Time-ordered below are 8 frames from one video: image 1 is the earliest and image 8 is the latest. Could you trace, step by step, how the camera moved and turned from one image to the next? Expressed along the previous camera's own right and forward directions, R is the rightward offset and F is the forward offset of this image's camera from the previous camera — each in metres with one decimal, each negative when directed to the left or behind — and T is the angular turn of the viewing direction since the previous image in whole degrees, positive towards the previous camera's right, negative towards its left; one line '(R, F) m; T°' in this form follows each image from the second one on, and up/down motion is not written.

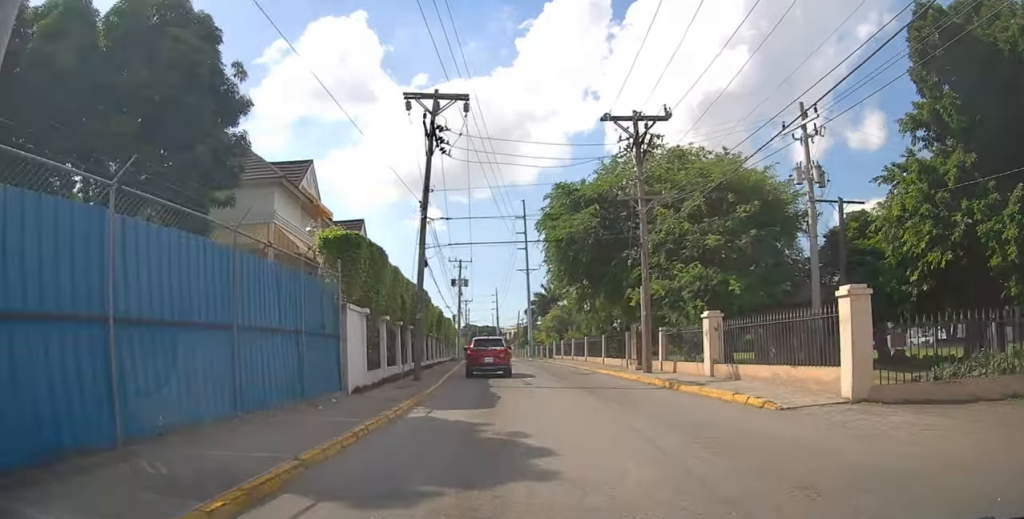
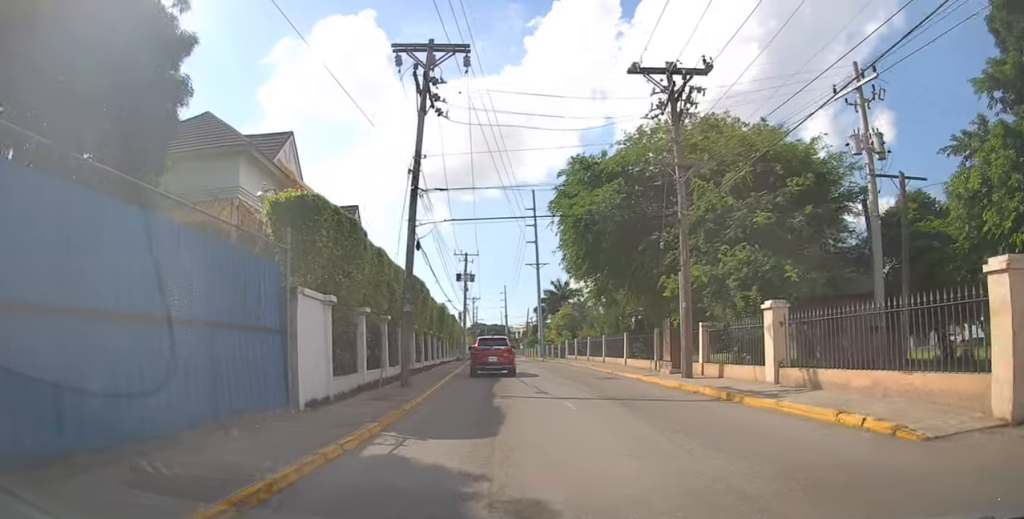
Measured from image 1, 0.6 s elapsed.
(+0.3, +3.8) m; 0°
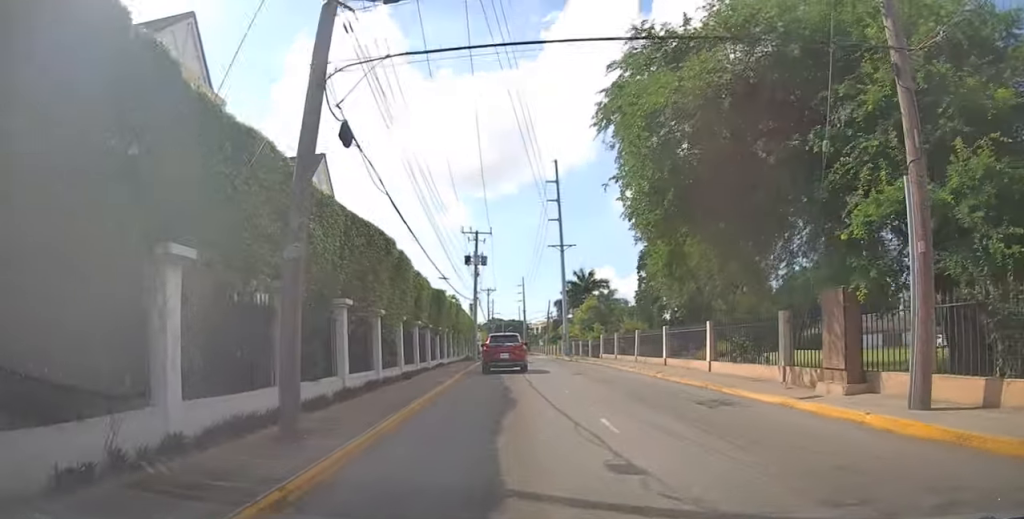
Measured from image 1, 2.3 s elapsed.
(-0.2, +9.5) m; -1°
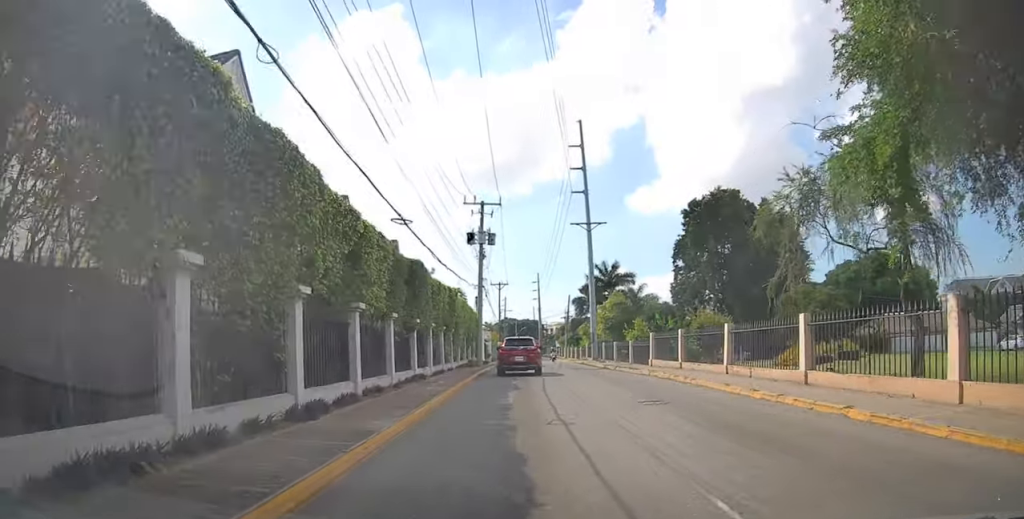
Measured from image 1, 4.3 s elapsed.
(-0.1, +10.0) m; -1°
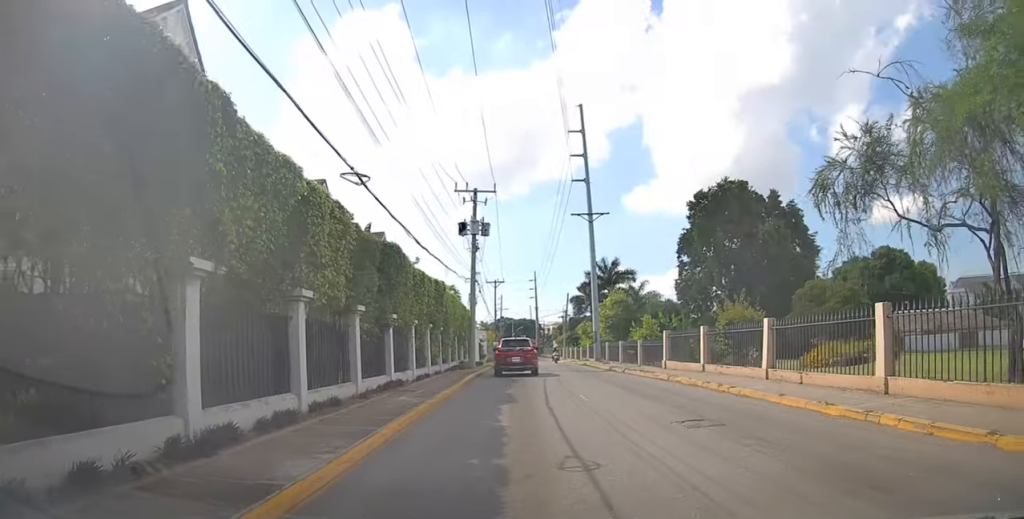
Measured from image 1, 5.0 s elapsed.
(+0.3, +3.0) m; 0°
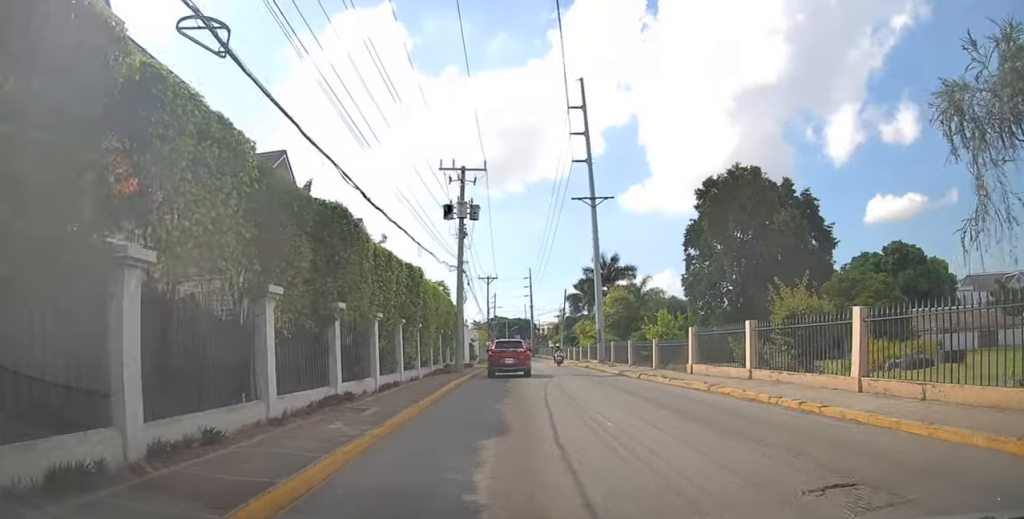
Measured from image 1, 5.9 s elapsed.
(-0.3, +4.3) m; -1°
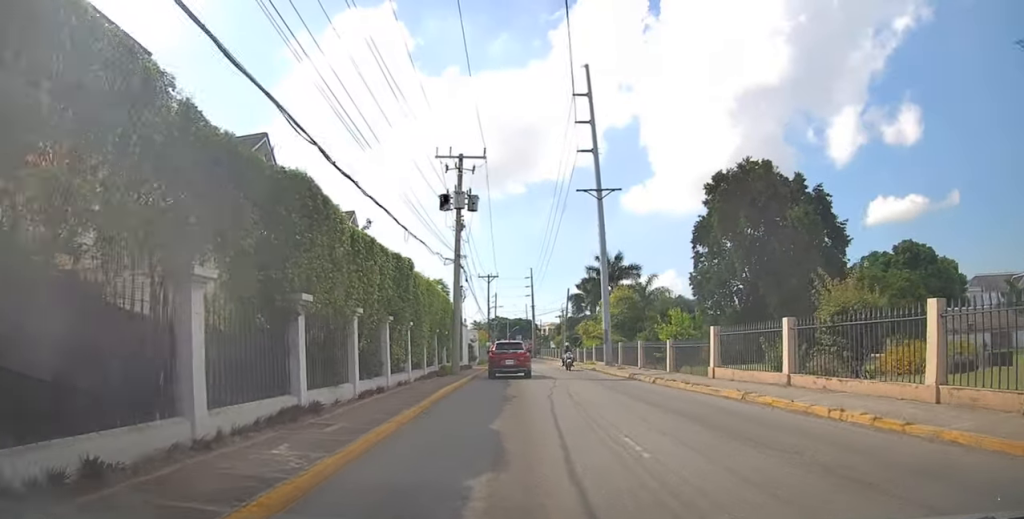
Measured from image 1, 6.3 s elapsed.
(0.0, +2.1) m; 0°
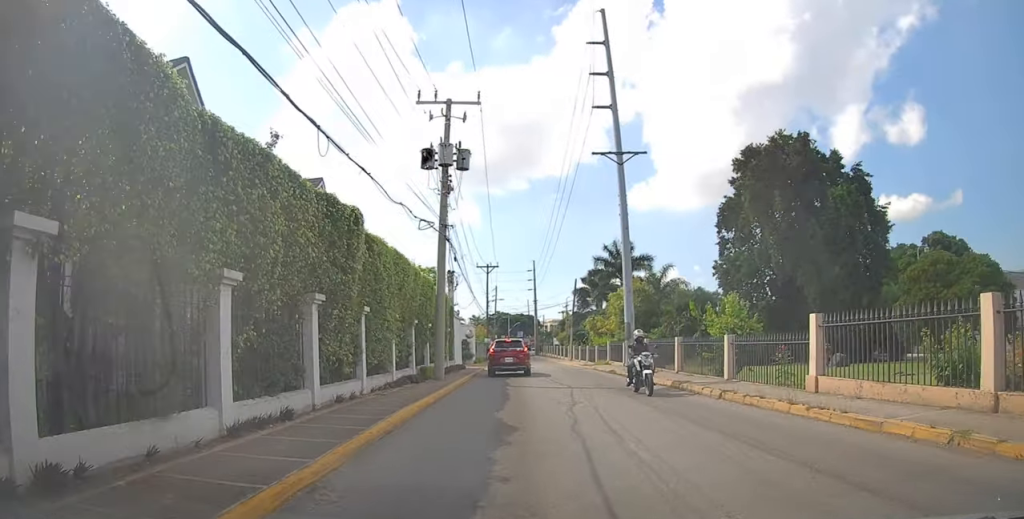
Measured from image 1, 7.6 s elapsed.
(+0.1, +6.0) m; -2°
